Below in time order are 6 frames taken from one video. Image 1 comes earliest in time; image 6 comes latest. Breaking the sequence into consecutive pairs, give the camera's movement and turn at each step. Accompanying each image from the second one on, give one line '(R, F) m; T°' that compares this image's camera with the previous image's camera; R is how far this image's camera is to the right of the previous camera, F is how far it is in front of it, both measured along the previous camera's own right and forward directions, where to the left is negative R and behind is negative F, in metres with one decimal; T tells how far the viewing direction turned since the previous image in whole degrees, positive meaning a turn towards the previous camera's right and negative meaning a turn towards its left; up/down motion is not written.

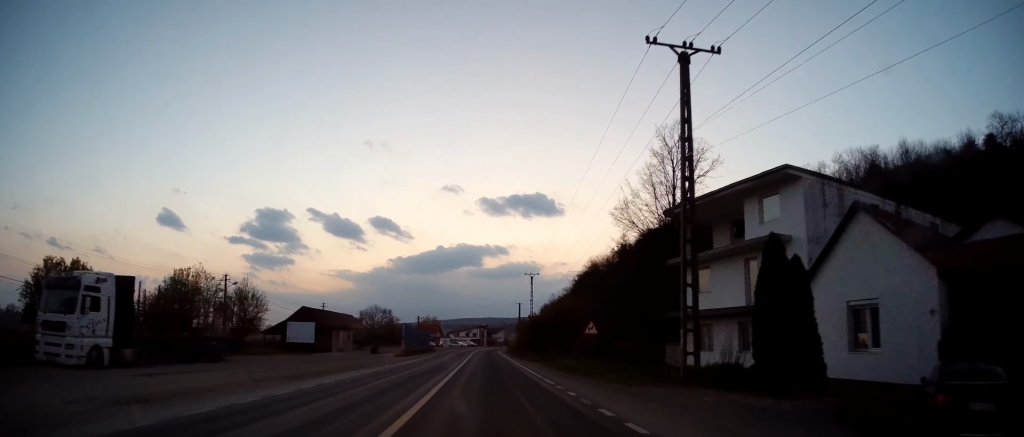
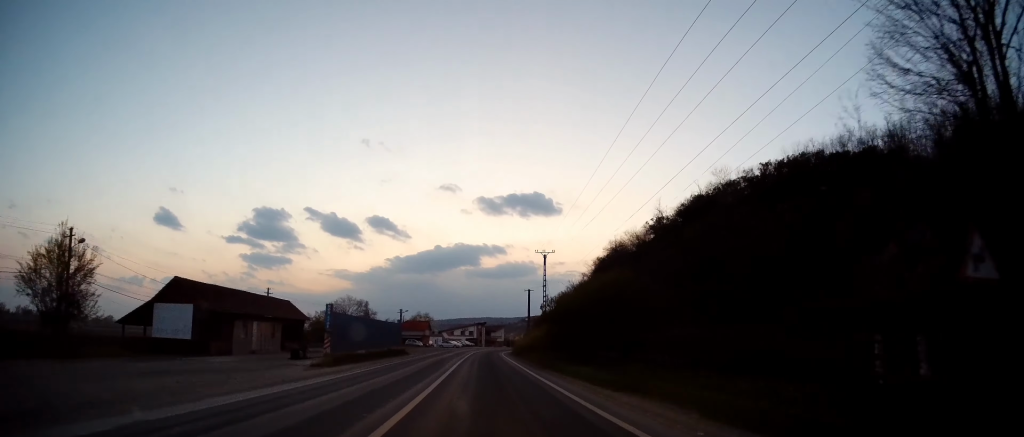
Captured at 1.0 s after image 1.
(+0.3, +23.3) m; +1°
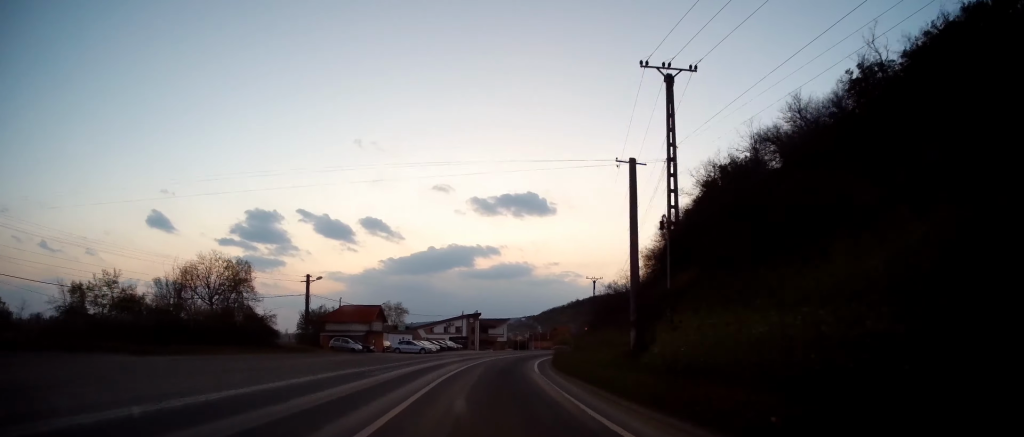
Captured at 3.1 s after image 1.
(-0.5, +51.3) m; -1°
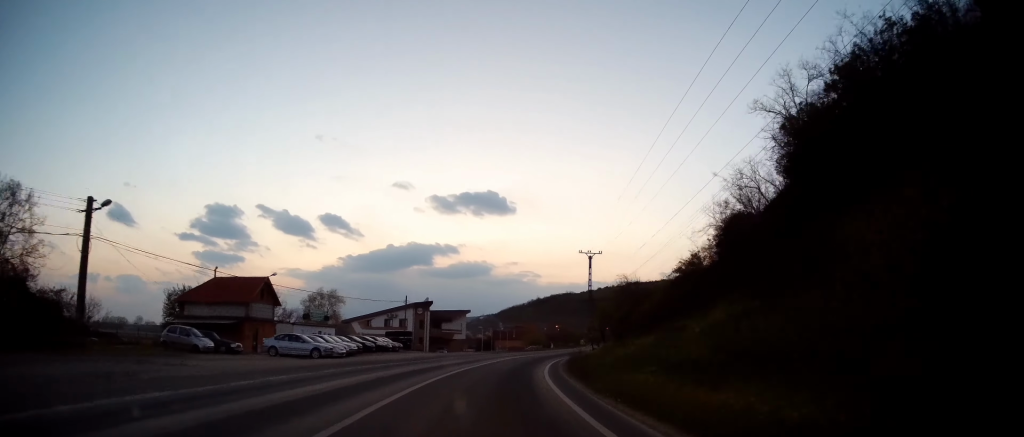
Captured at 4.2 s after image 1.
(+0.2, +25.7) m; +3°
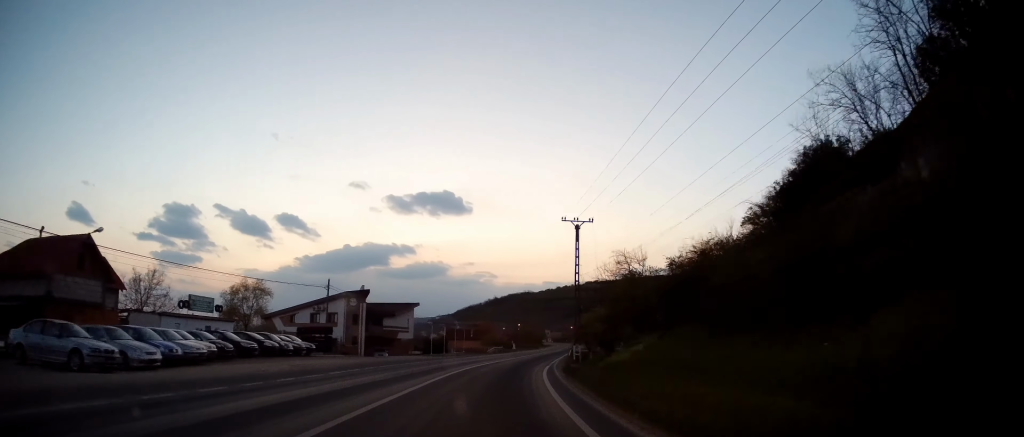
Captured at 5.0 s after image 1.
(+0.8, +17.1) m; +3°
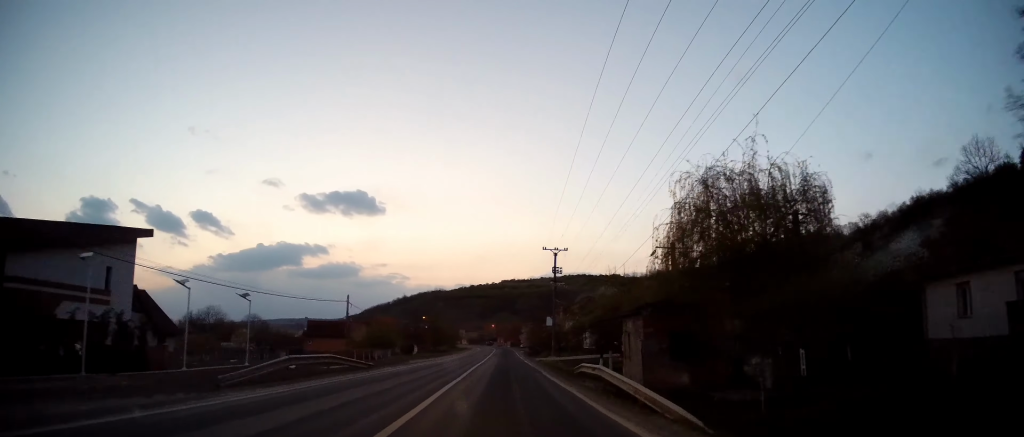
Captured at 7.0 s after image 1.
(+4.1, +47.7) m; +10°
